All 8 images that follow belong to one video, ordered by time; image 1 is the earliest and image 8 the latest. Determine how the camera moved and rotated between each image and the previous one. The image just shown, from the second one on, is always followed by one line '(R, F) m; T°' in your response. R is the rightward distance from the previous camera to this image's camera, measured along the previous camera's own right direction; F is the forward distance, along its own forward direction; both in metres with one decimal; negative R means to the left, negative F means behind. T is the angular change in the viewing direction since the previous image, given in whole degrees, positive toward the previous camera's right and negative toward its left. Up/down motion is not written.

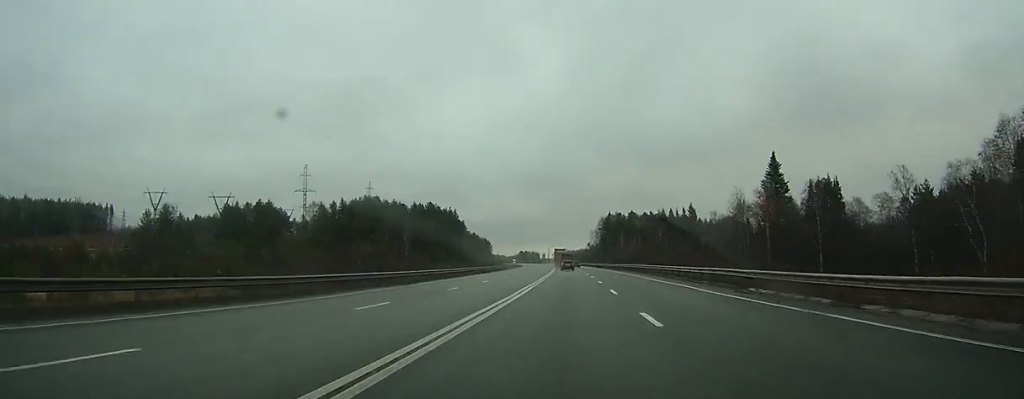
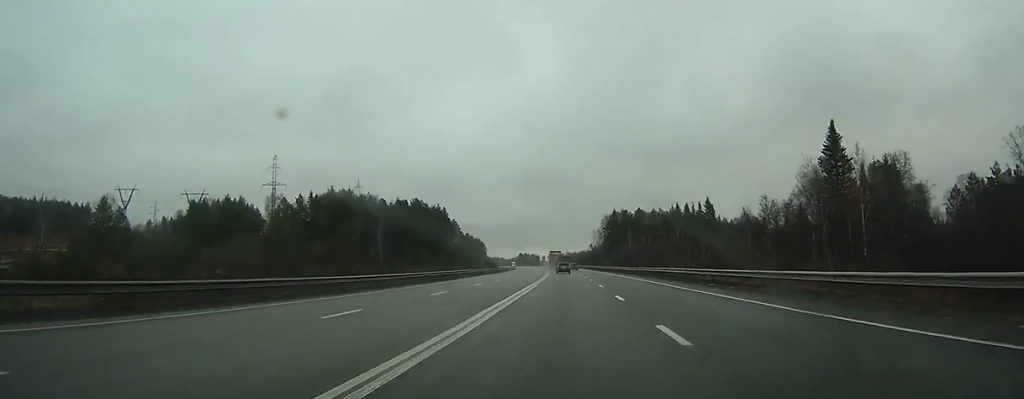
(-0.3, +26.4) m; -1°
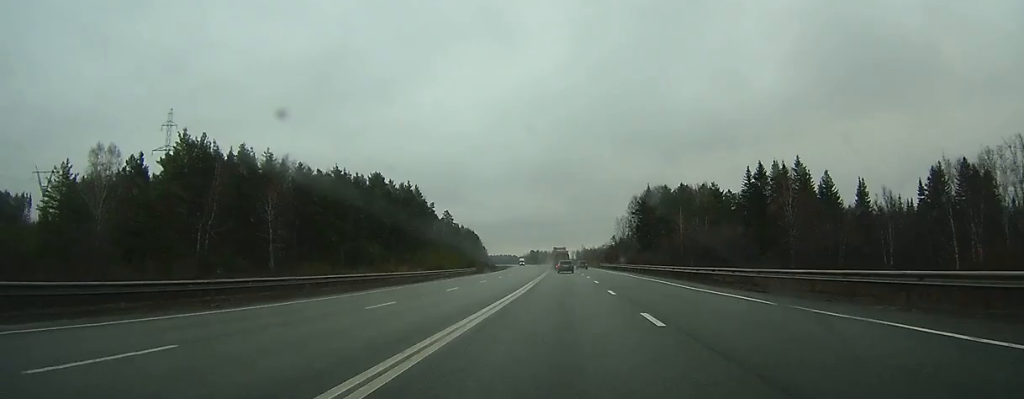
(-1.2, +68.3) m; -2°
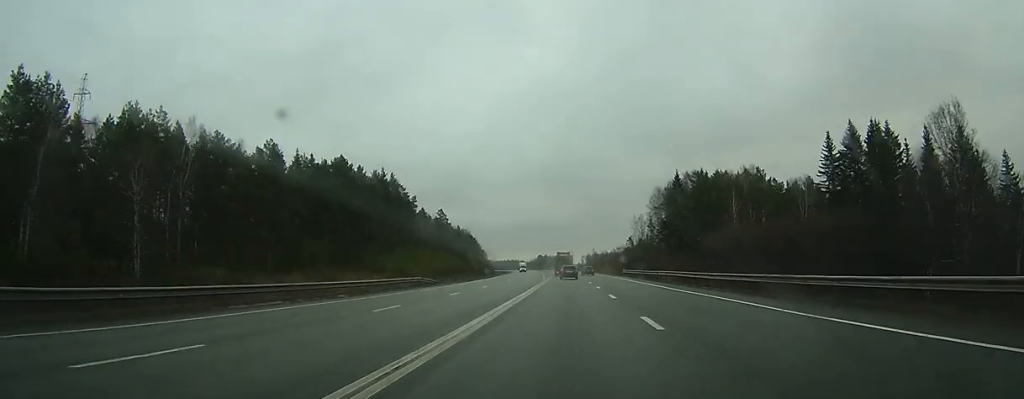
(-0.1, +34.8) m; -1°
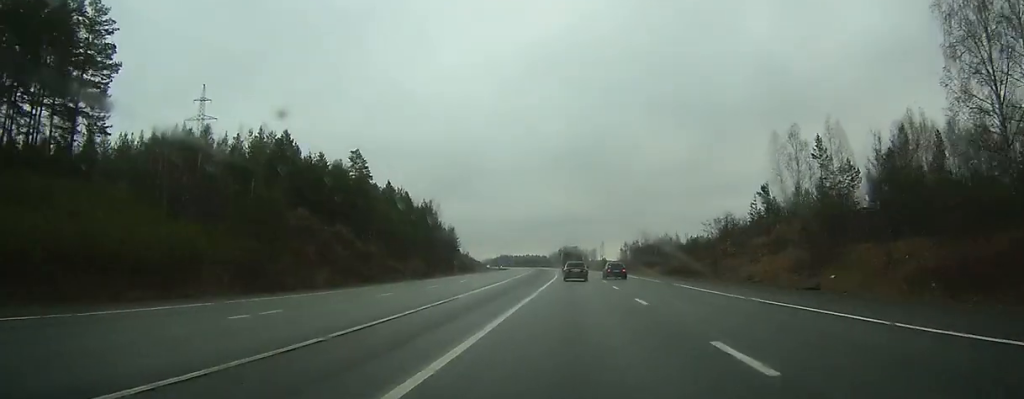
(-2.9, +137.0) m; -2°
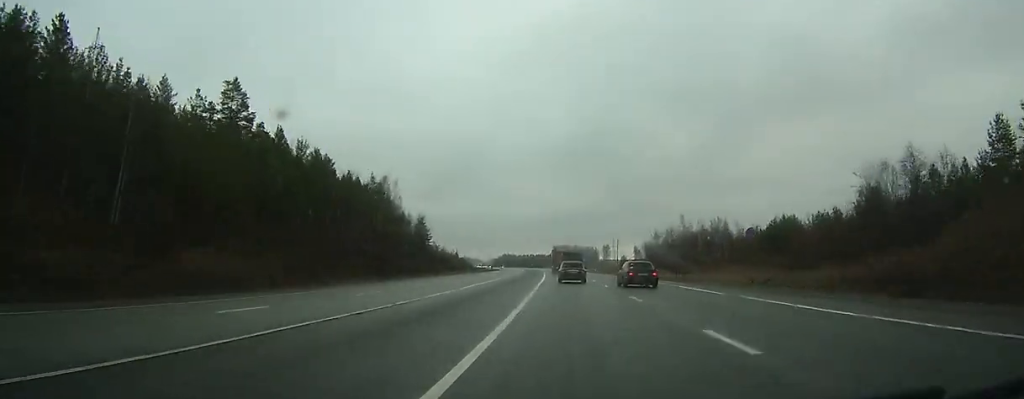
(-0.4, +58.9) m; -1°
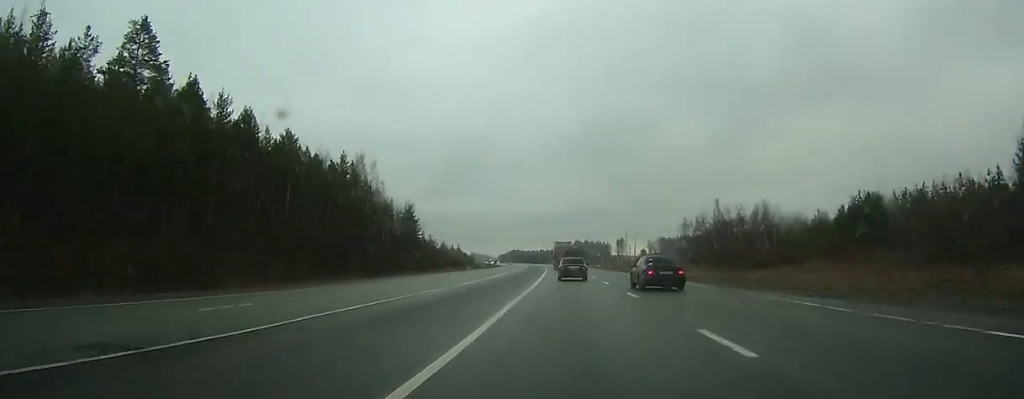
(0.0, +24.3) m; 0°
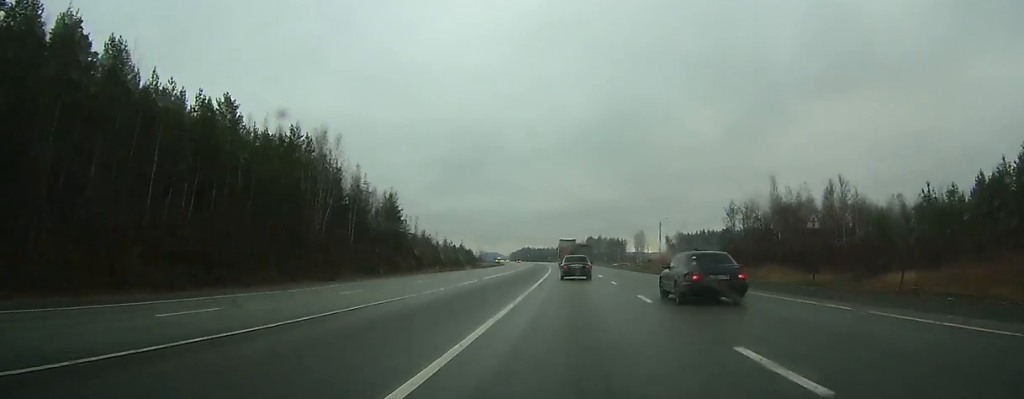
(-0.1, +25.9) m; -1°
